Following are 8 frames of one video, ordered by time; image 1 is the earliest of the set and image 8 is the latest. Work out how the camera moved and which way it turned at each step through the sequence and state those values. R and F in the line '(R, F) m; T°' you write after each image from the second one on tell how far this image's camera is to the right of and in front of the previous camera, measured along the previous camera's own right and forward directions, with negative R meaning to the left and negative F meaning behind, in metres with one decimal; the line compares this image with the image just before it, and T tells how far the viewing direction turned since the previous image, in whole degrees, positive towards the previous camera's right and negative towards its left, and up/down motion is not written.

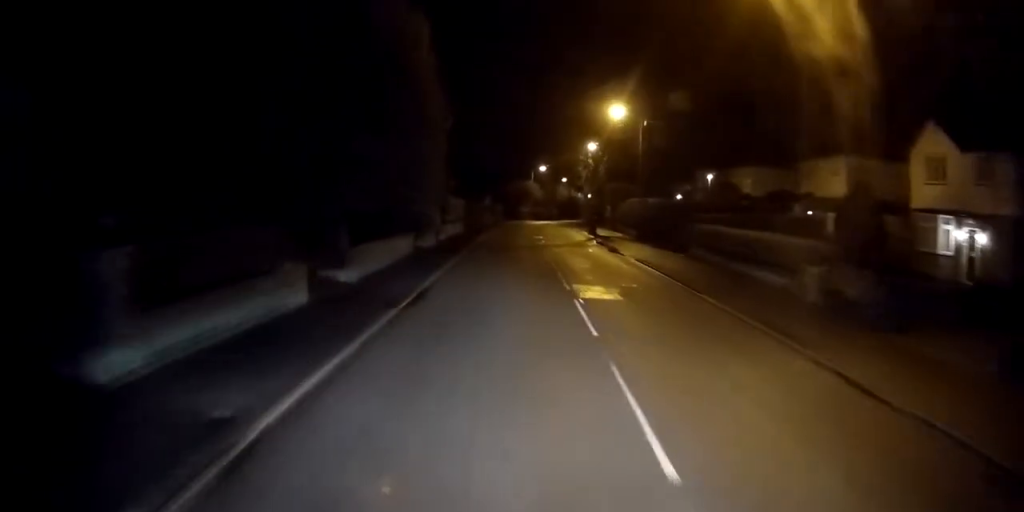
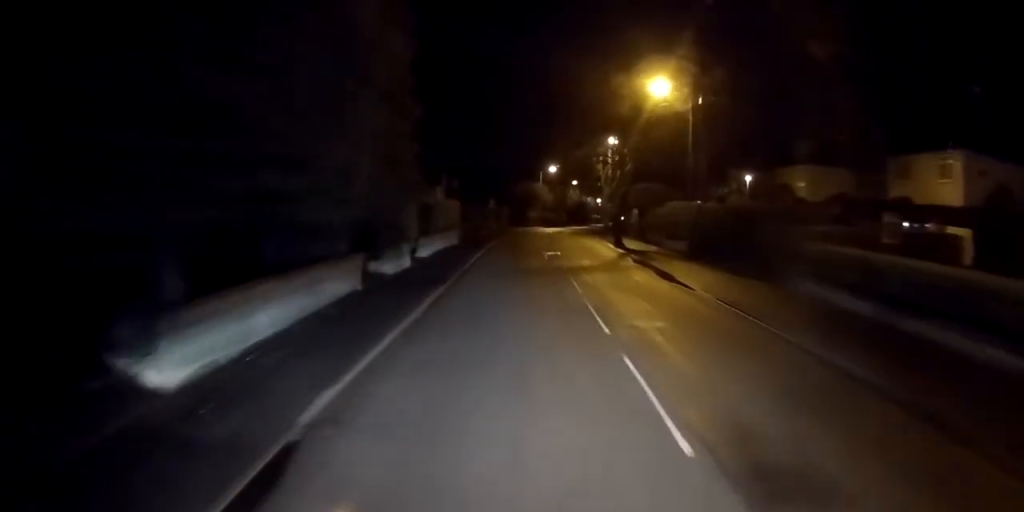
(0.0, +11.2) m; 0°
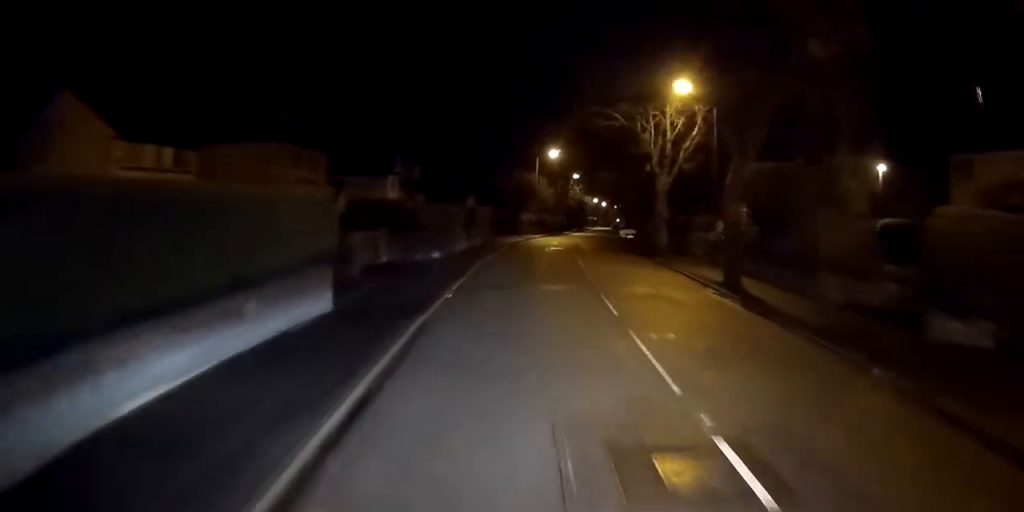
(+0.4, +27.8) m; +2°
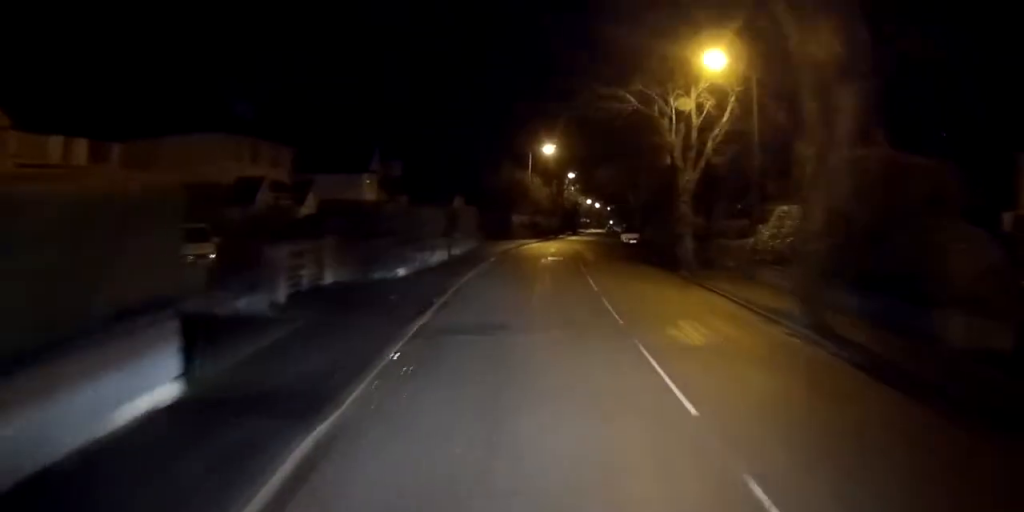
(0.0, +6.9) m; +1°
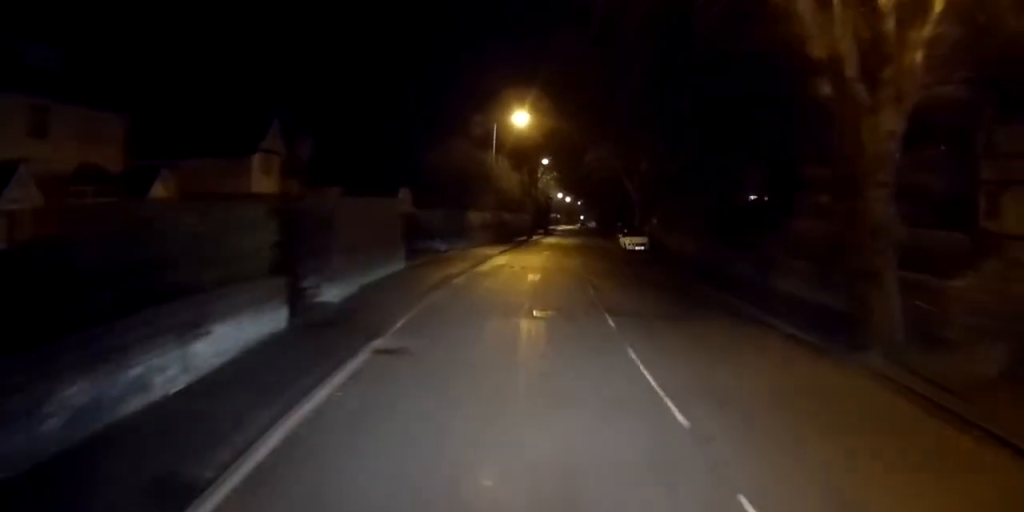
(+0.5, +18.6) m; +3°
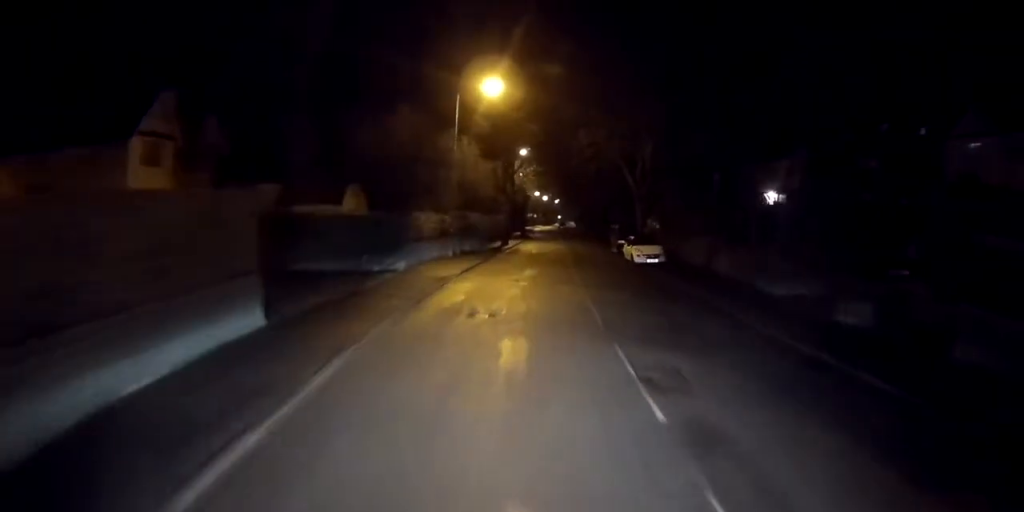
(+0.2, +11.6) m; +1°
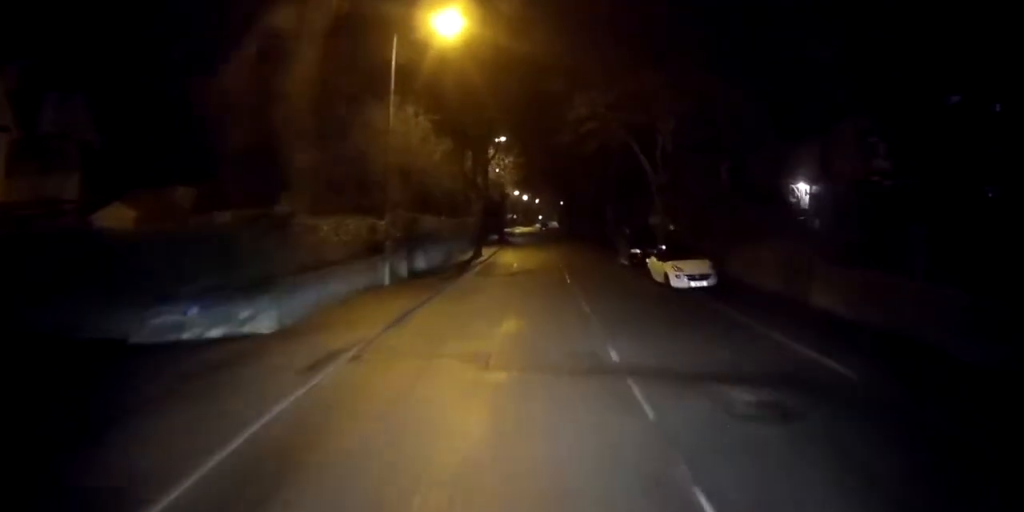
(+0.2, +11.9) m; +1°
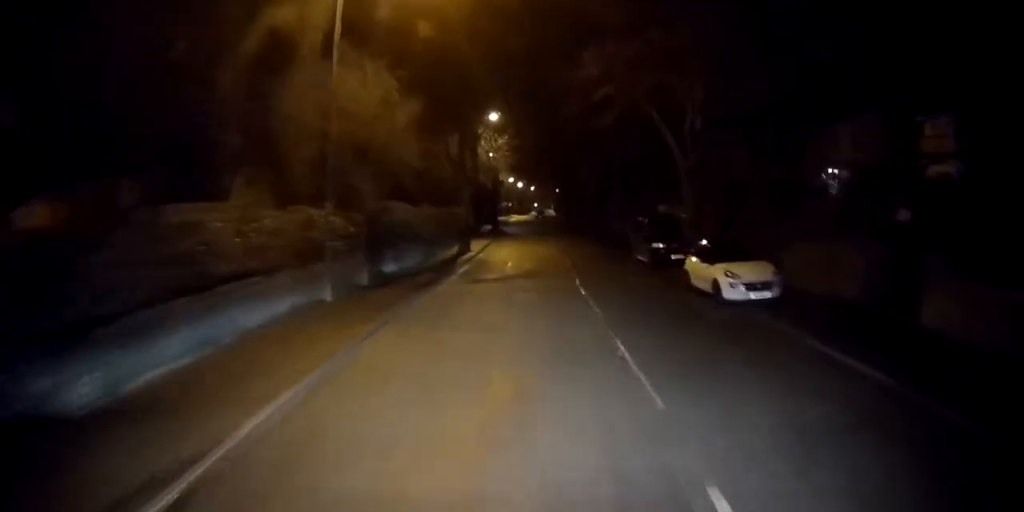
(0.0, +6.2) m; 0°
